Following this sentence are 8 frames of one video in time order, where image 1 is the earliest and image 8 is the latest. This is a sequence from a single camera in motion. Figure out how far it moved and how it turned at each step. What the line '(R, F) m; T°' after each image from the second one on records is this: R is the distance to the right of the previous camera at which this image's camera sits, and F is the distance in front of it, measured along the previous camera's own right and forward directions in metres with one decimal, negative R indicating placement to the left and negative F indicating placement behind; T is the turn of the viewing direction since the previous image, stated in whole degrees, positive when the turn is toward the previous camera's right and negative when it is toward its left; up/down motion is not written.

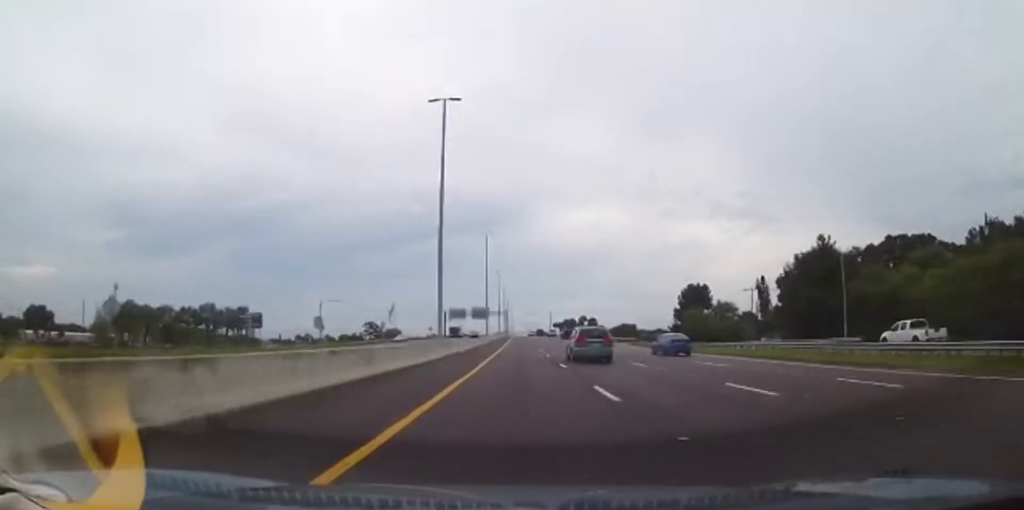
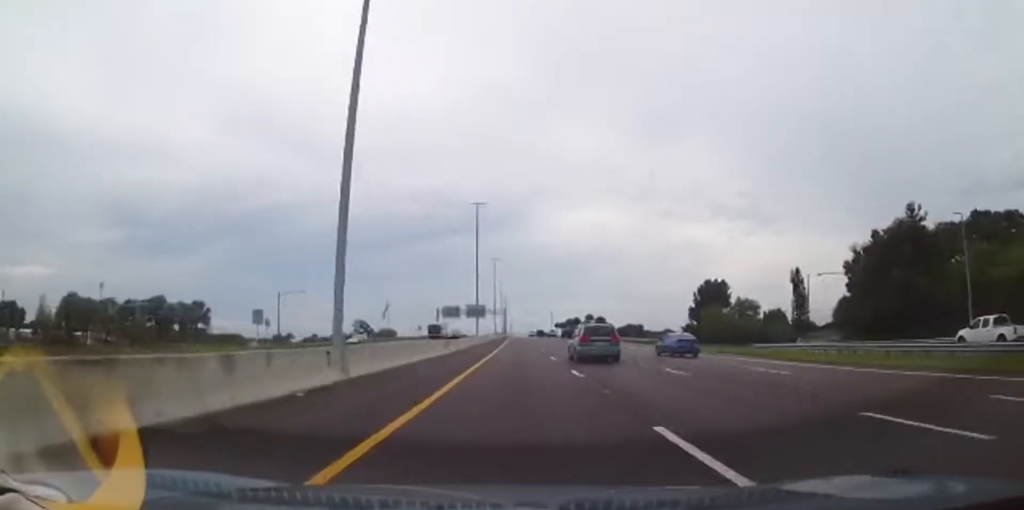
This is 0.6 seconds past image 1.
(+0.1, +18.2) m; 0°
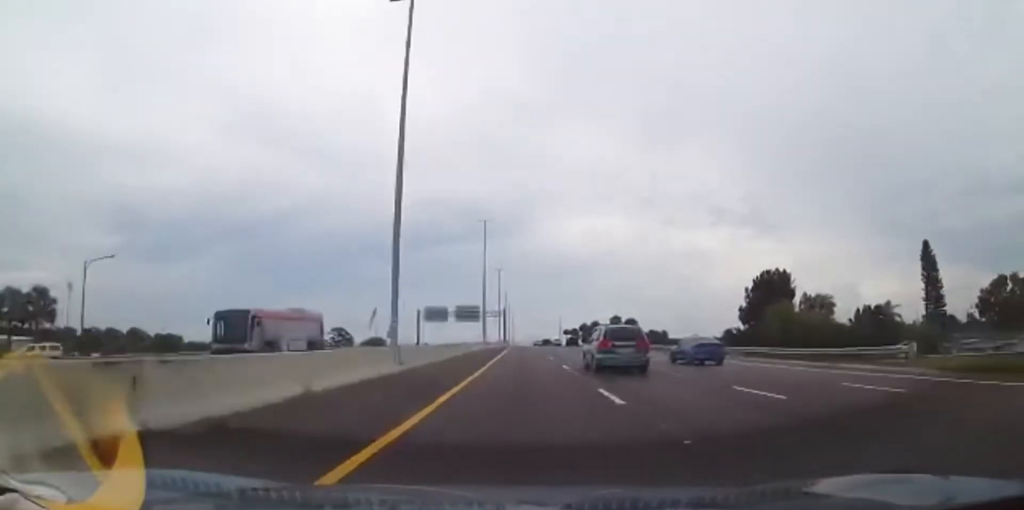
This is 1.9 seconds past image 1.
(-0.5, +41.8) m; -1°
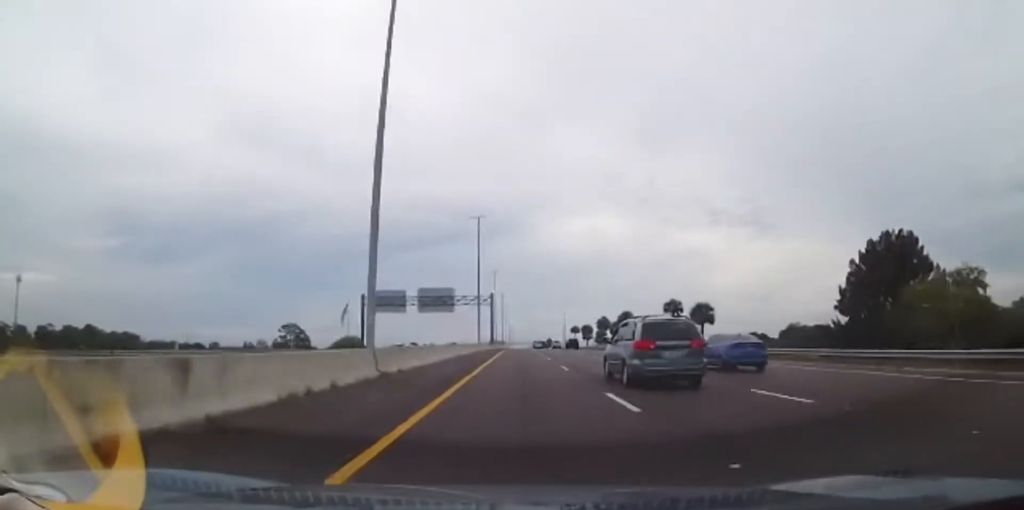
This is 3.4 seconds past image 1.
(+0.3, +50.5) m; +1°
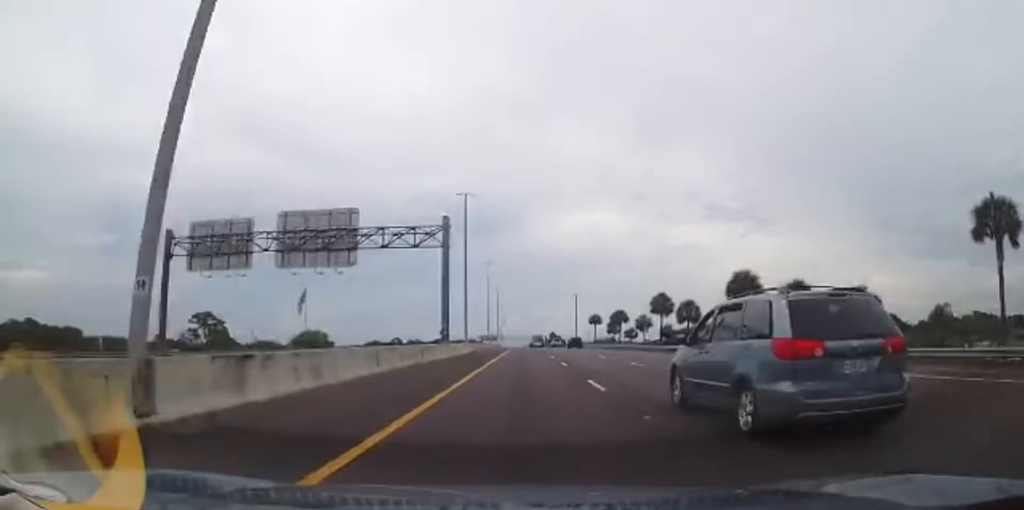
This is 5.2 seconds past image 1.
(+0.1, +58.2) m; 0°
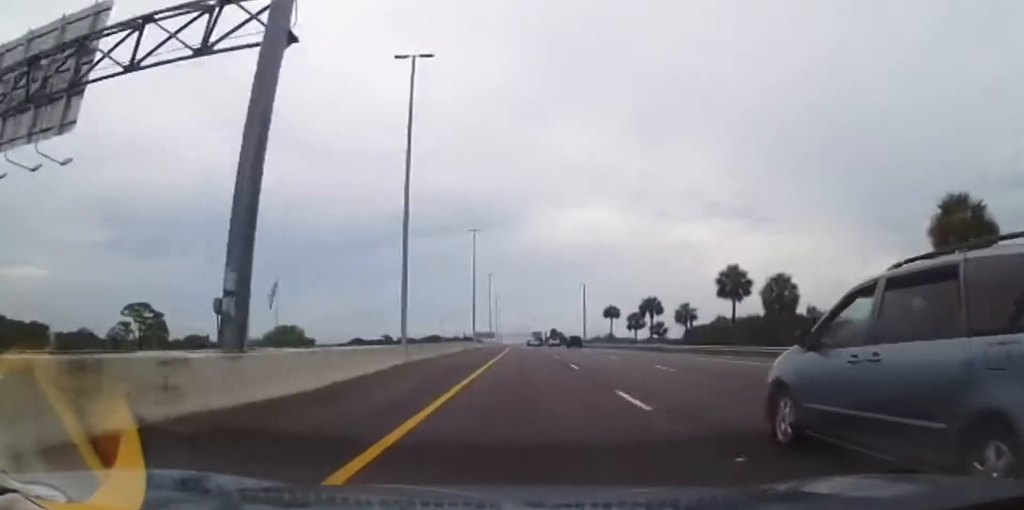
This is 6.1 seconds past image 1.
(-0.1, +28.0) m; 0°
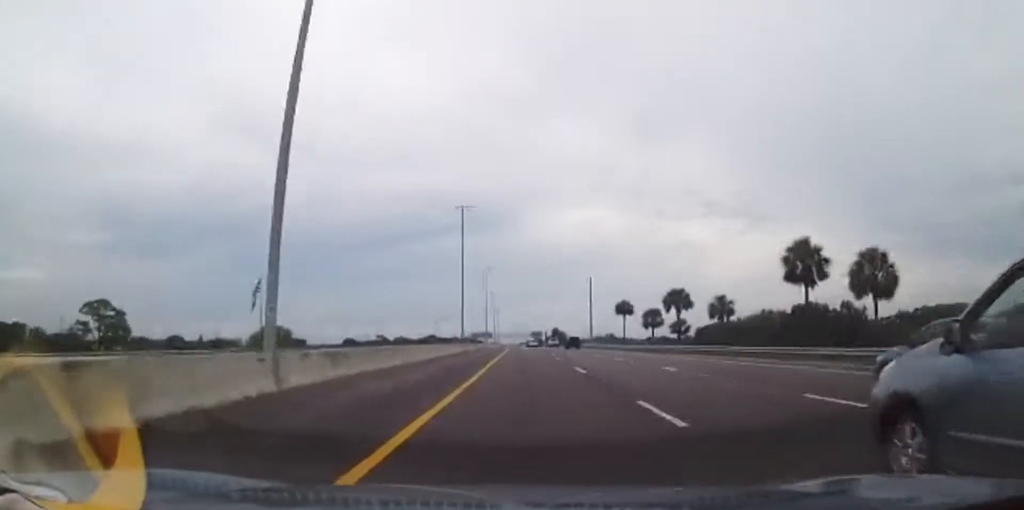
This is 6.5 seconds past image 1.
(-0.1, +14.0) m; 0°
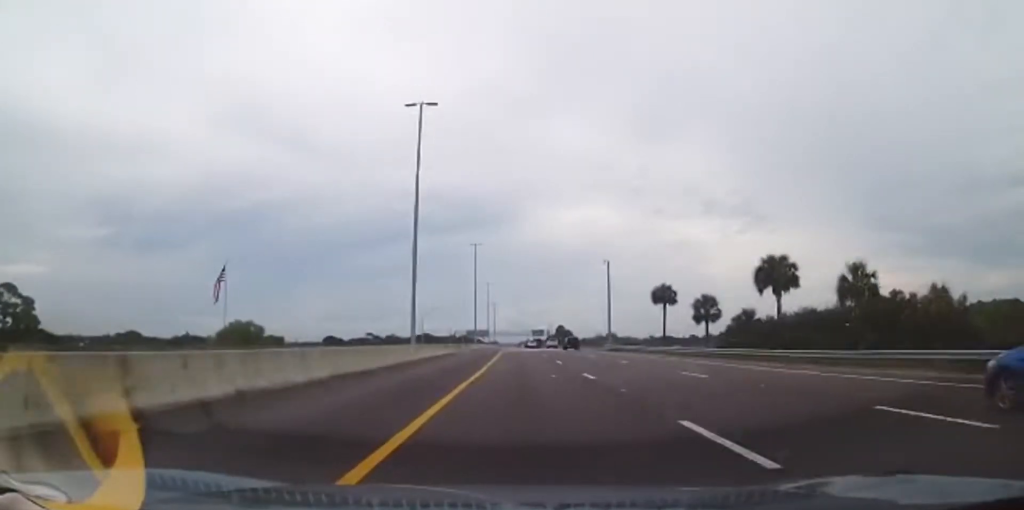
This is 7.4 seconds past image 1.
(+0.3, +27.0) m; +1°
